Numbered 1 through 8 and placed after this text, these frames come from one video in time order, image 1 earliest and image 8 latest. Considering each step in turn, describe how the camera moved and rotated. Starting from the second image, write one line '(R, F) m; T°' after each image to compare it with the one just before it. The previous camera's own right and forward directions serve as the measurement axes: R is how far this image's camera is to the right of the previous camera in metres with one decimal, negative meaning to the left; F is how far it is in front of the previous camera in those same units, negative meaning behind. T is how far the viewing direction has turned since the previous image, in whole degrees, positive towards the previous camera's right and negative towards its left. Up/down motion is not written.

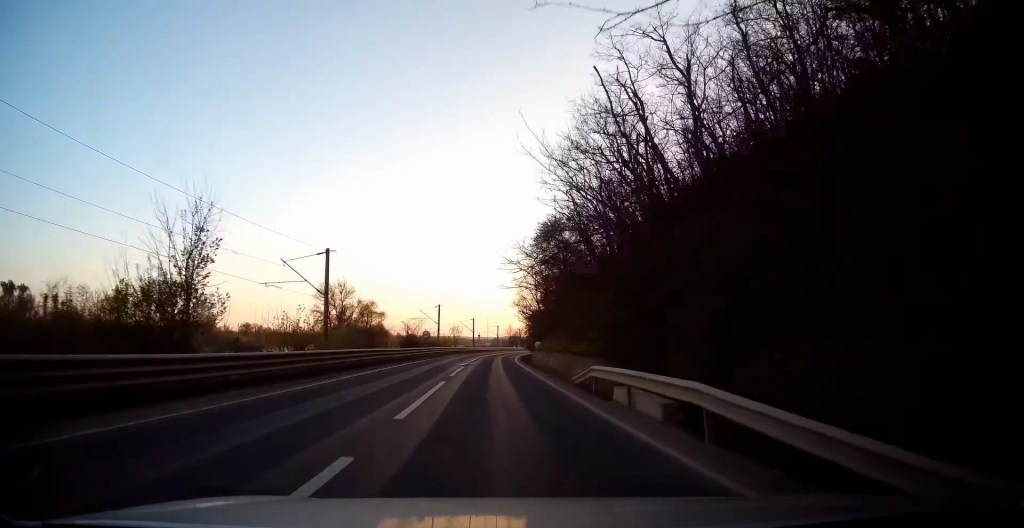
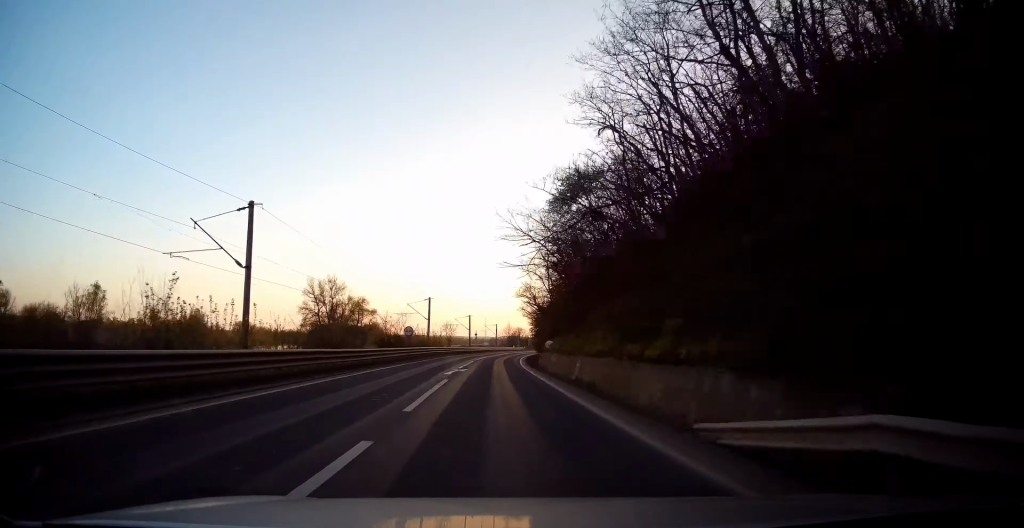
(0.0, +11.3) m; 0°
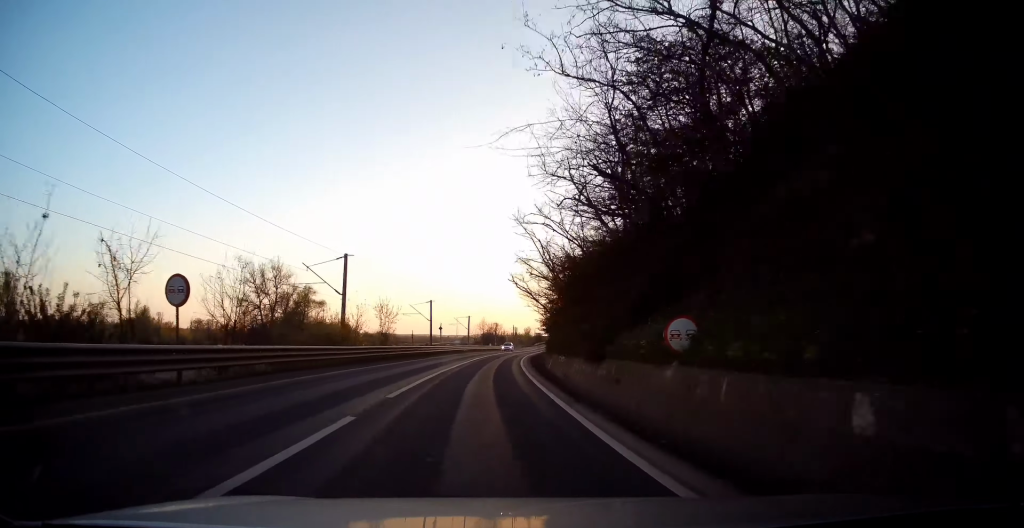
(+0.4, +32.2) m; +1°
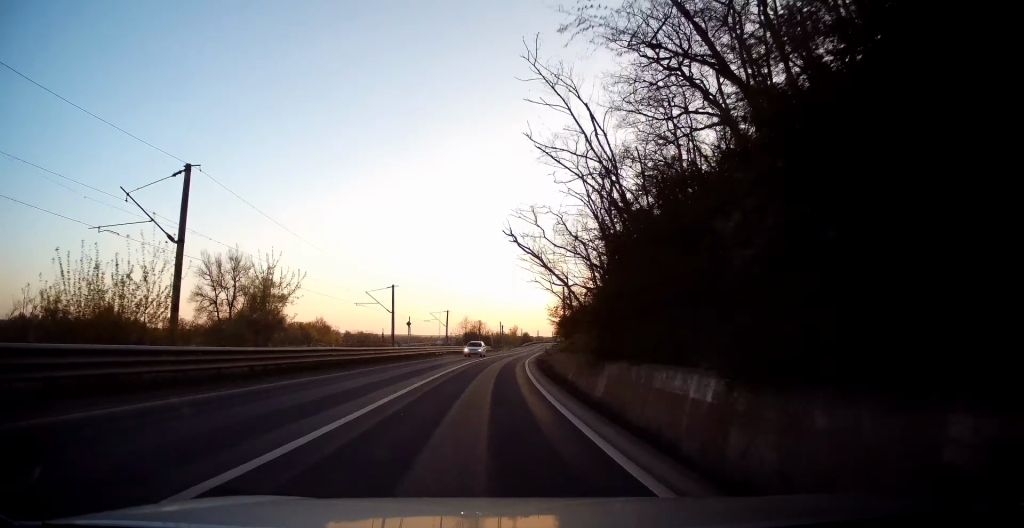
(+0.1, +20.0) m; +2°
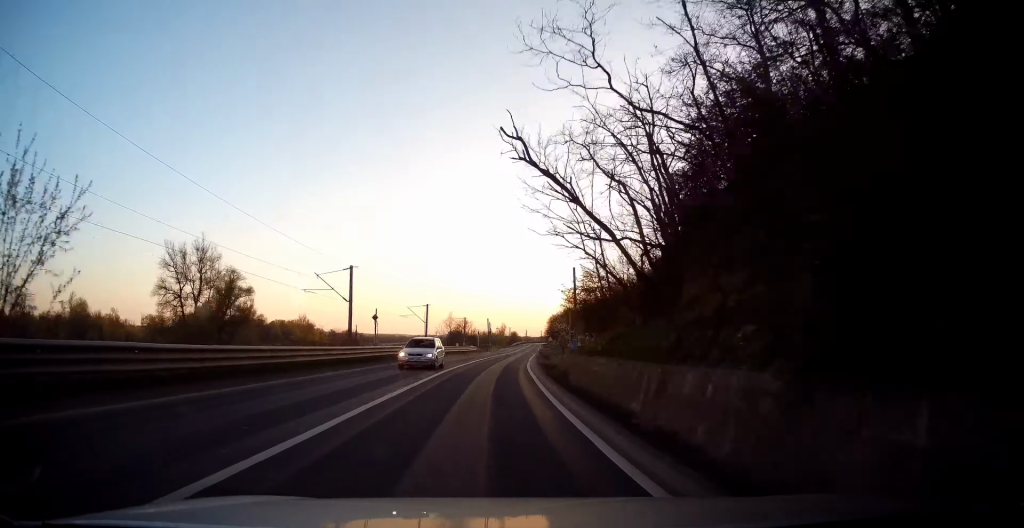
(-0.2, +13.1) m; +1°
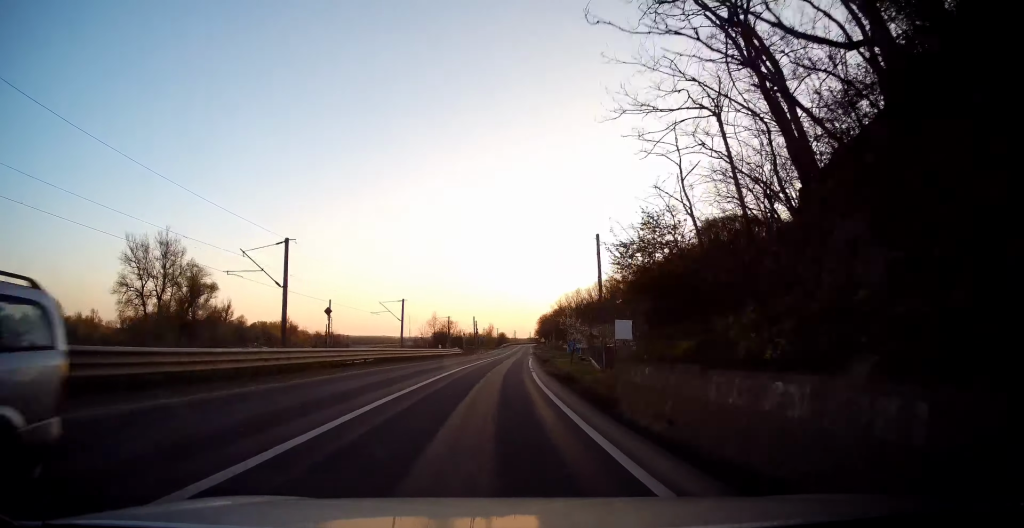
(+0.5, +12.2) m; +1°
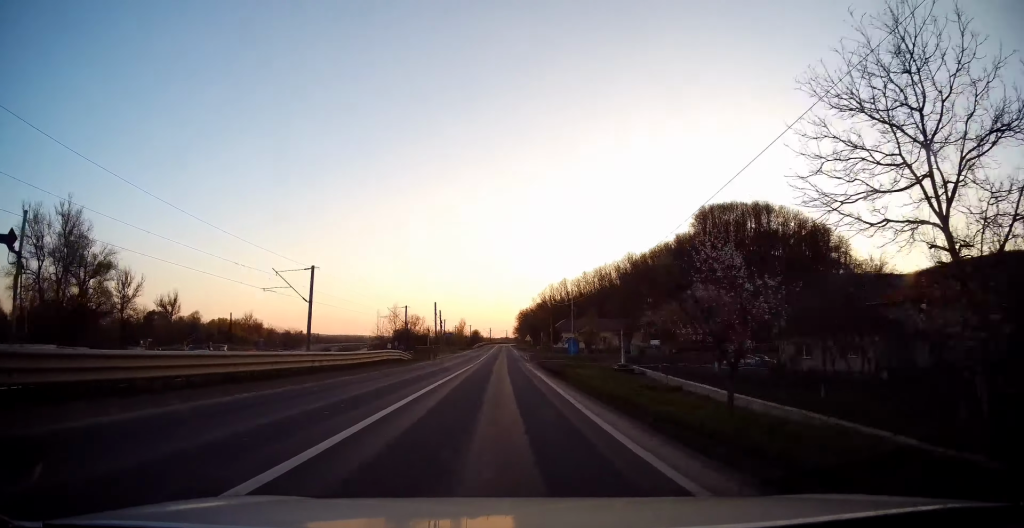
(+0.7, +28.8) m; +2°
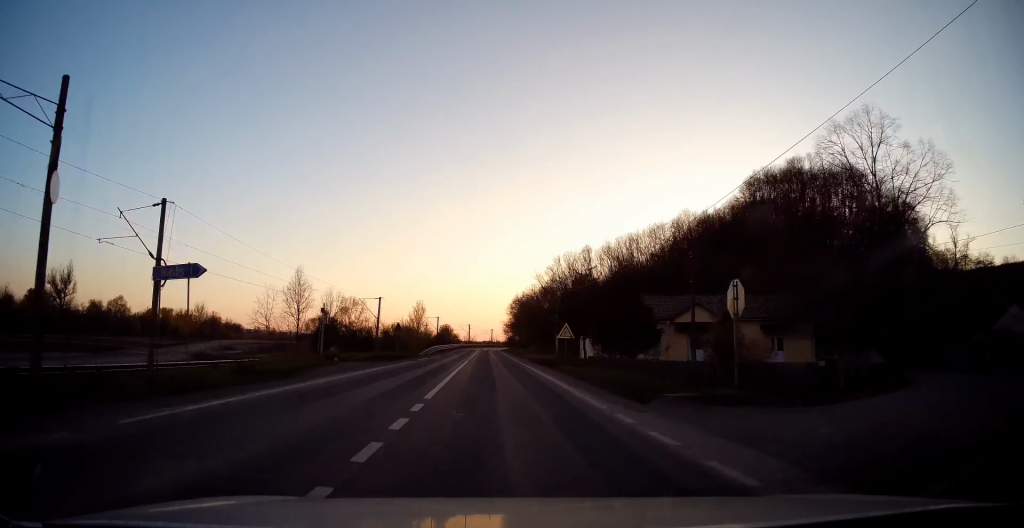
(+2.7, +65.2) m; +4°
